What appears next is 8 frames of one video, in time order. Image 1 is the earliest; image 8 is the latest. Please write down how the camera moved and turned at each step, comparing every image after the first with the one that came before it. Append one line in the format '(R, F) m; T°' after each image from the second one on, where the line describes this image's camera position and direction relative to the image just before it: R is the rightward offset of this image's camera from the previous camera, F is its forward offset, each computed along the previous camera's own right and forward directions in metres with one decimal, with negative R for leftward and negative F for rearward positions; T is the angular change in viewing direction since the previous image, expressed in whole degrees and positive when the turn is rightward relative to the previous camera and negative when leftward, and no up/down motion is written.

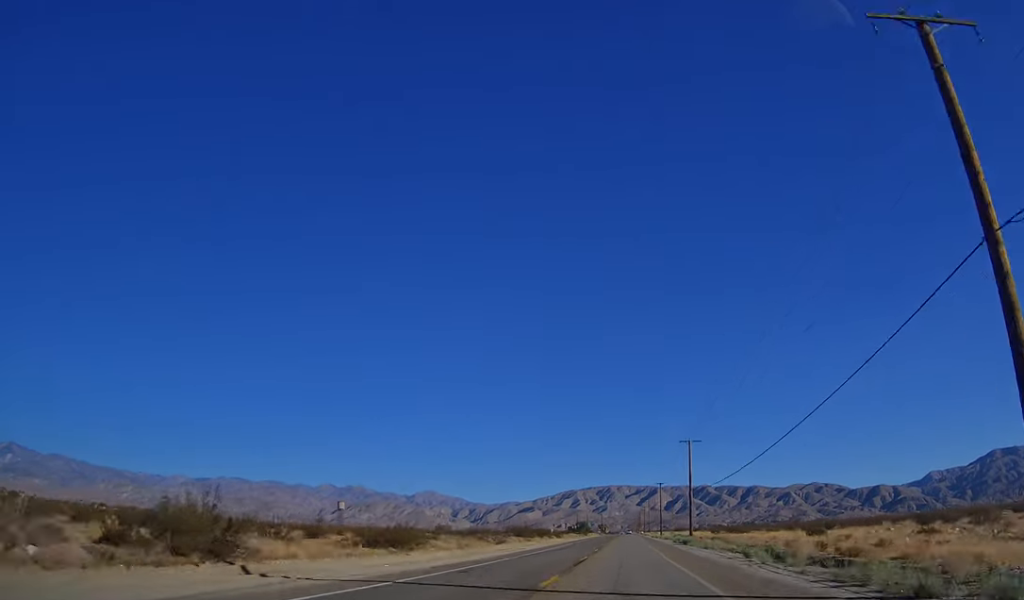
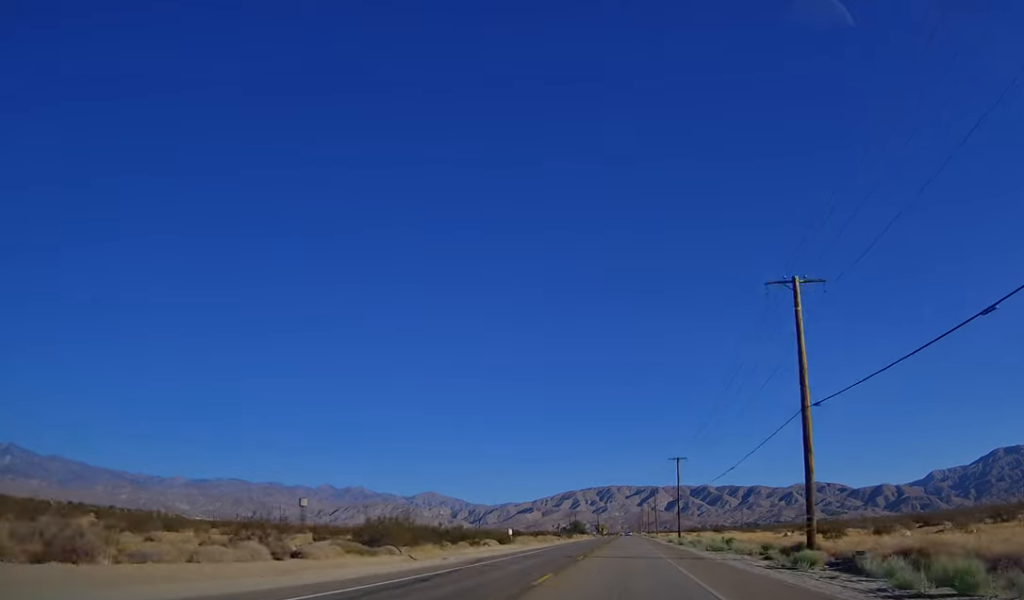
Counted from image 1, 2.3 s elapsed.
(-0.3, +58.3) m; 0°
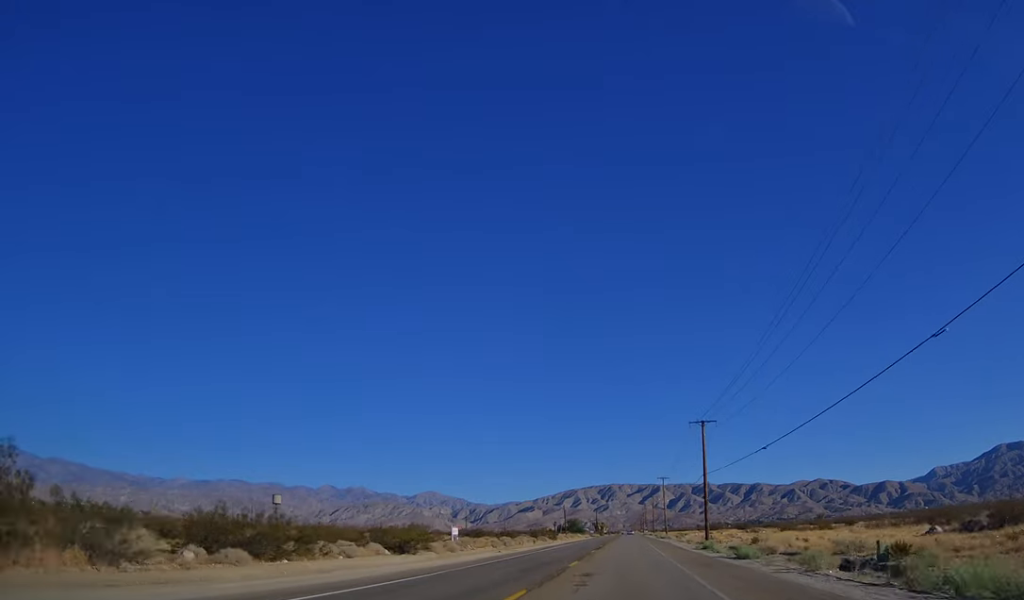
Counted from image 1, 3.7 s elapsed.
(+0.1, +35.1) m; 0°
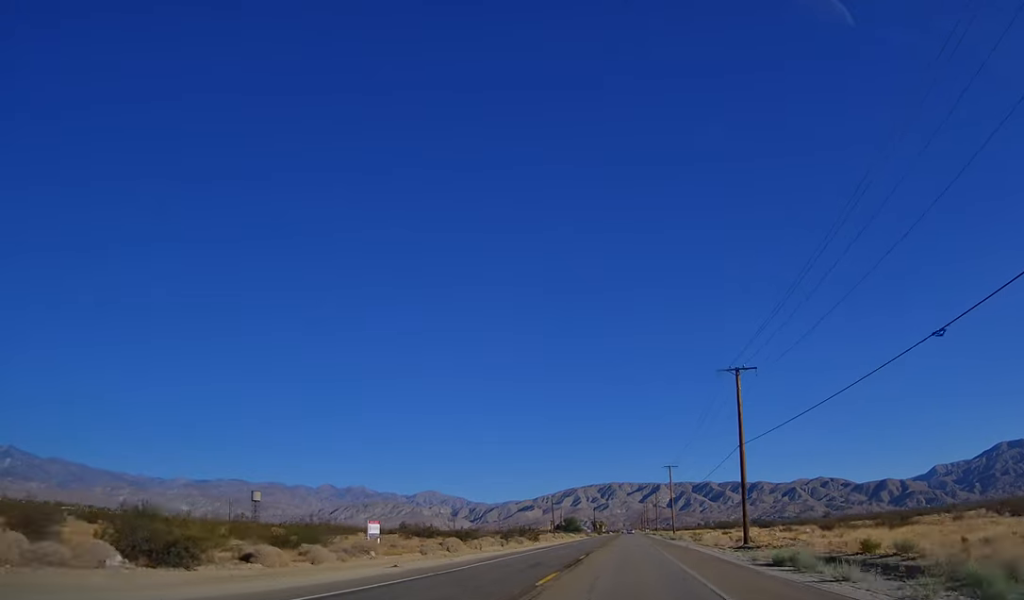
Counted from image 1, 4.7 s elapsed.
(+0.4, +23.5) m; 0°
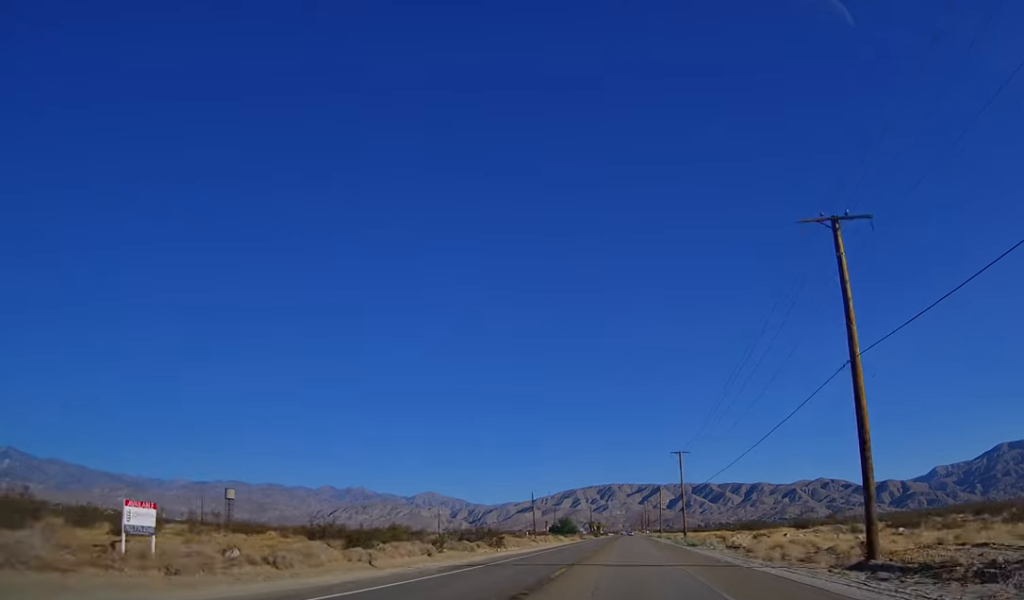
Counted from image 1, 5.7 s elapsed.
(+0.1, +25.2) m; 0°
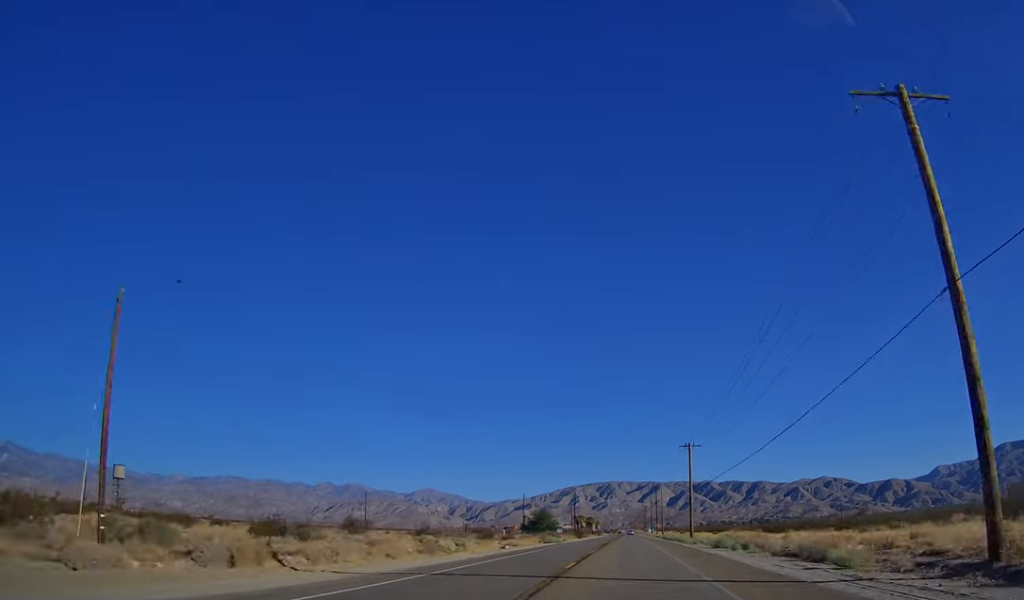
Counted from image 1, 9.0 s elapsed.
(-0.5, +84.1) m; 0°
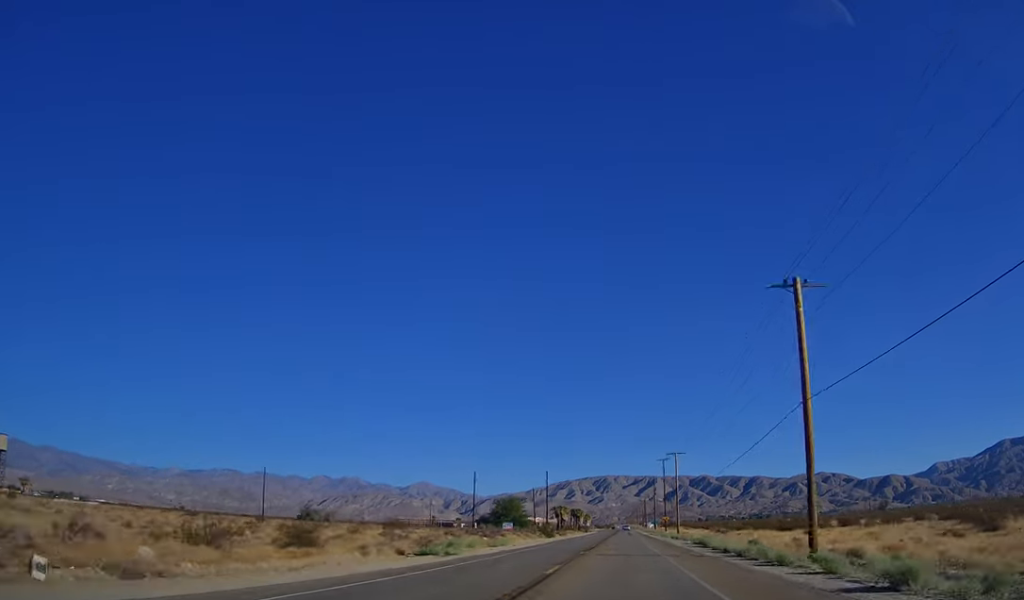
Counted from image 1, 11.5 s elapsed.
(-0.4, +61.2) m; 0°
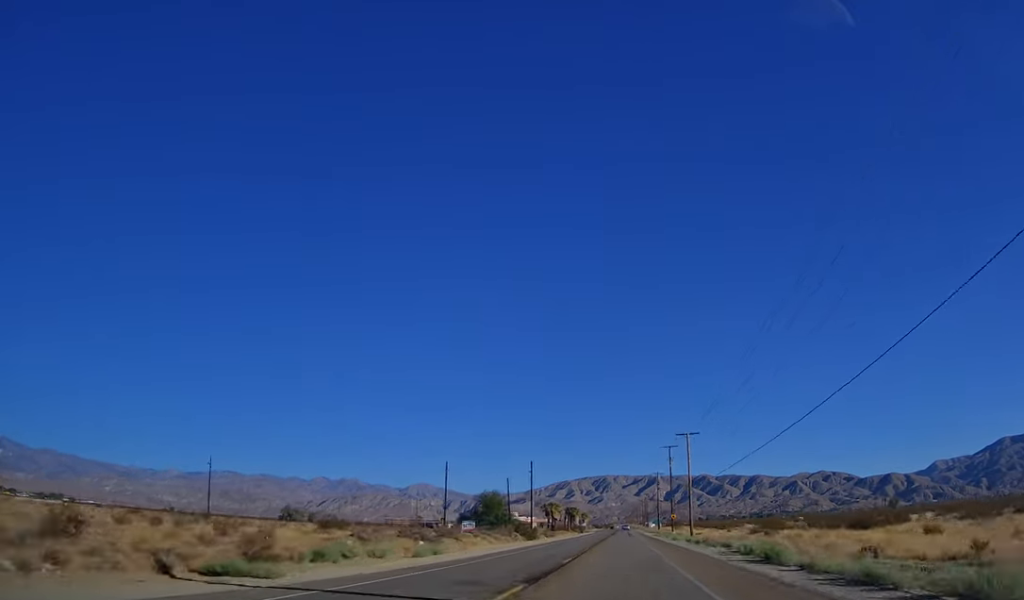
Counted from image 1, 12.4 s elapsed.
(0.0, +22.6) m; +1°
